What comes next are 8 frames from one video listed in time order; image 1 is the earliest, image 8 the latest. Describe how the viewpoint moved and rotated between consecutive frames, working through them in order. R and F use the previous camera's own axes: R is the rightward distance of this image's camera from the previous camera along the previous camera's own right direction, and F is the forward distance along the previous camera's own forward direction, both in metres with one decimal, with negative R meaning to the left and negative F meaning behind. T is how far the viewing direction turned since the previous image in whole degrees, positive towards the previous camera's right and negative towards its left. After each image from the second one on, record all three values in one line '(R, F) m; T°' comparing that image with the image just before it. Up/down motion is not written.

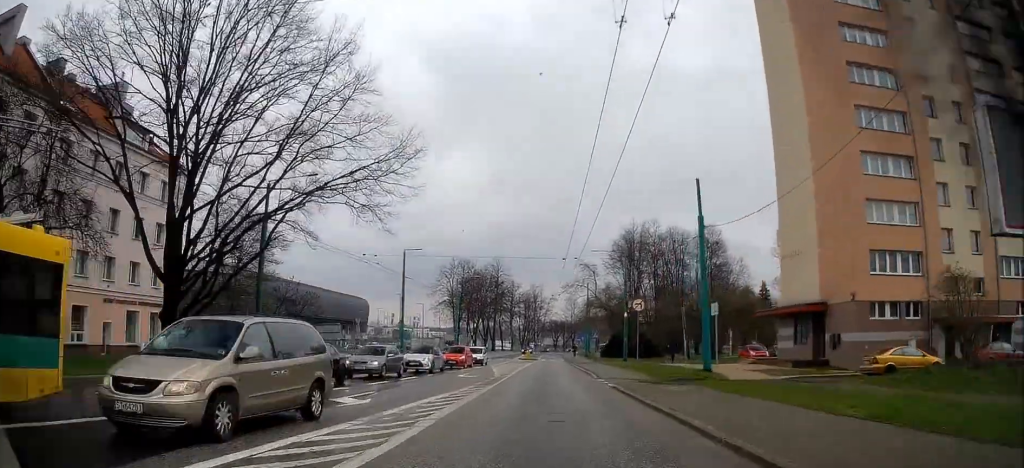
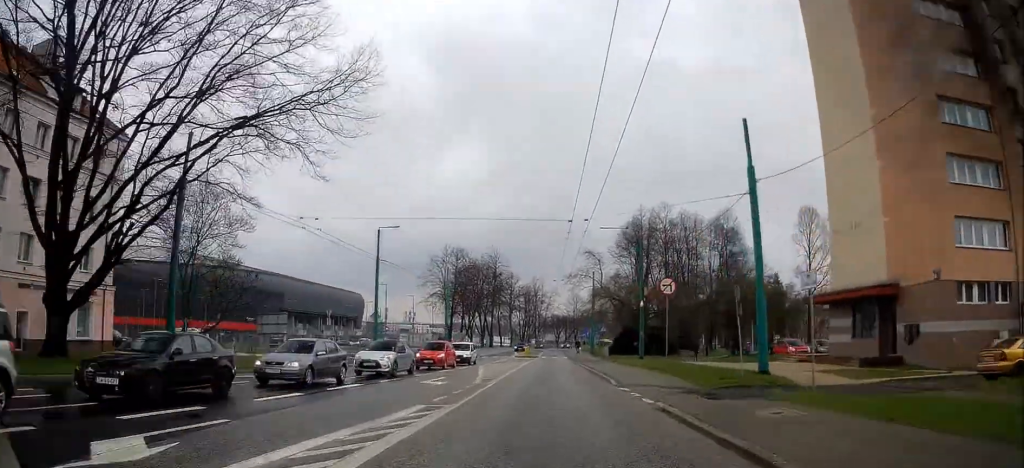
(+0.1, +7.6) m; +2°
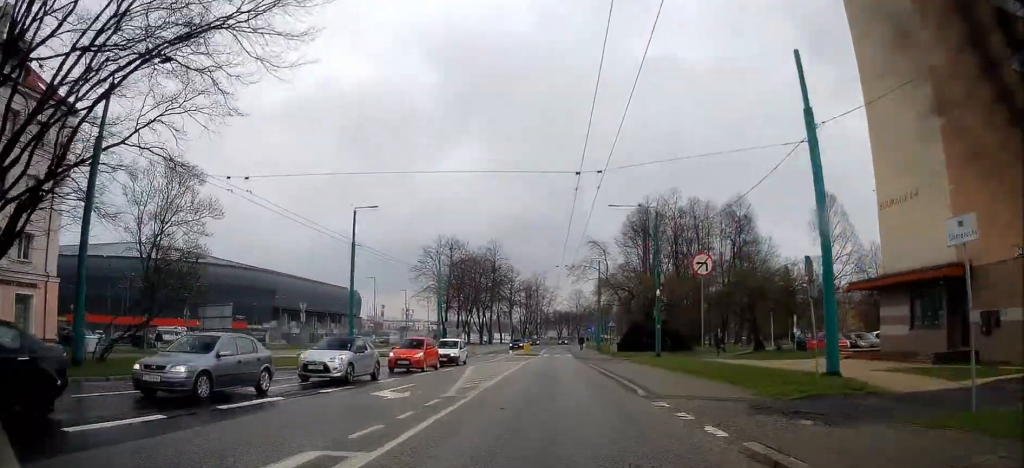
(+0.1, +5.7) m; +1°
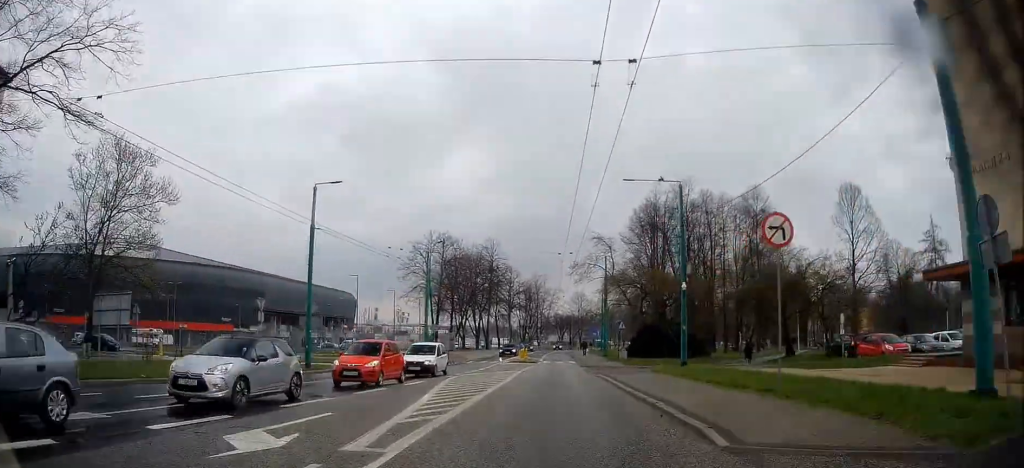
(+0.1, +6.8) m; +1°
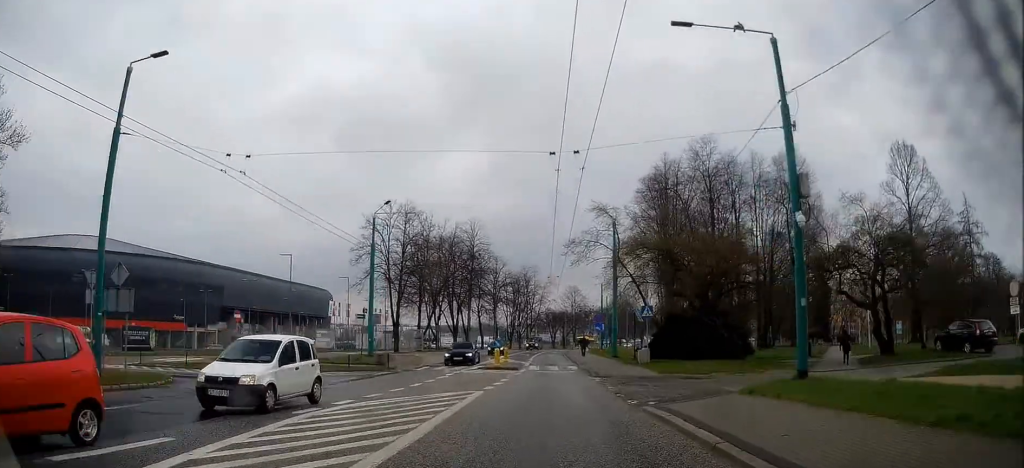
(0.0, +15.2) m; +1°
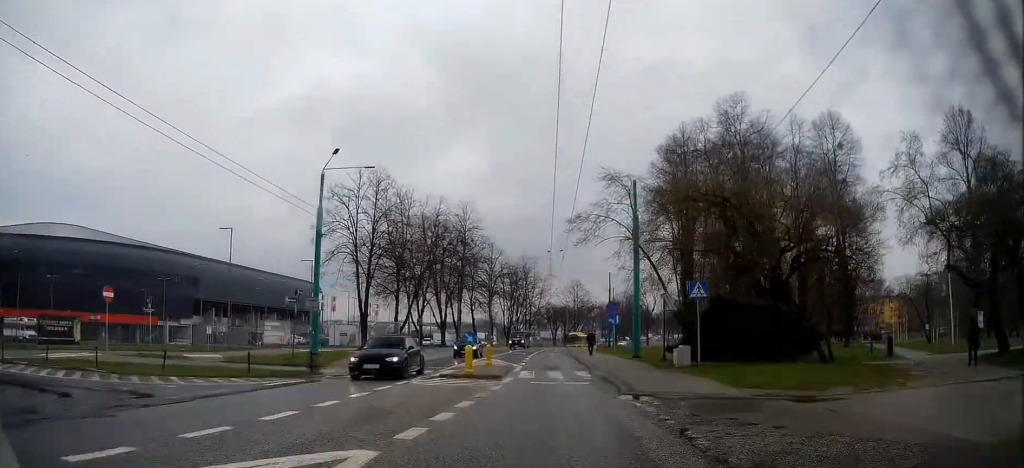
(+0.2, +10.8) m; +2°
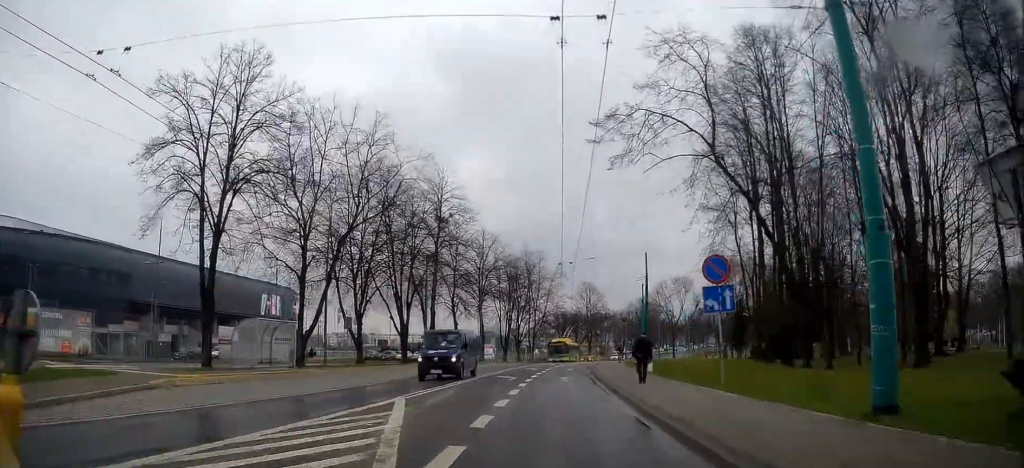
(0.0, +25.0) m; -1°
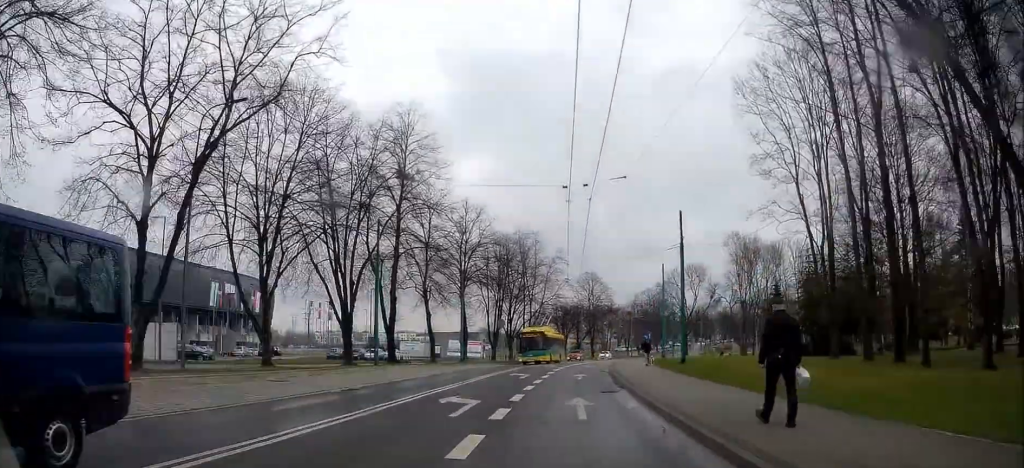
(+0.2, +15.0) m; -1°
